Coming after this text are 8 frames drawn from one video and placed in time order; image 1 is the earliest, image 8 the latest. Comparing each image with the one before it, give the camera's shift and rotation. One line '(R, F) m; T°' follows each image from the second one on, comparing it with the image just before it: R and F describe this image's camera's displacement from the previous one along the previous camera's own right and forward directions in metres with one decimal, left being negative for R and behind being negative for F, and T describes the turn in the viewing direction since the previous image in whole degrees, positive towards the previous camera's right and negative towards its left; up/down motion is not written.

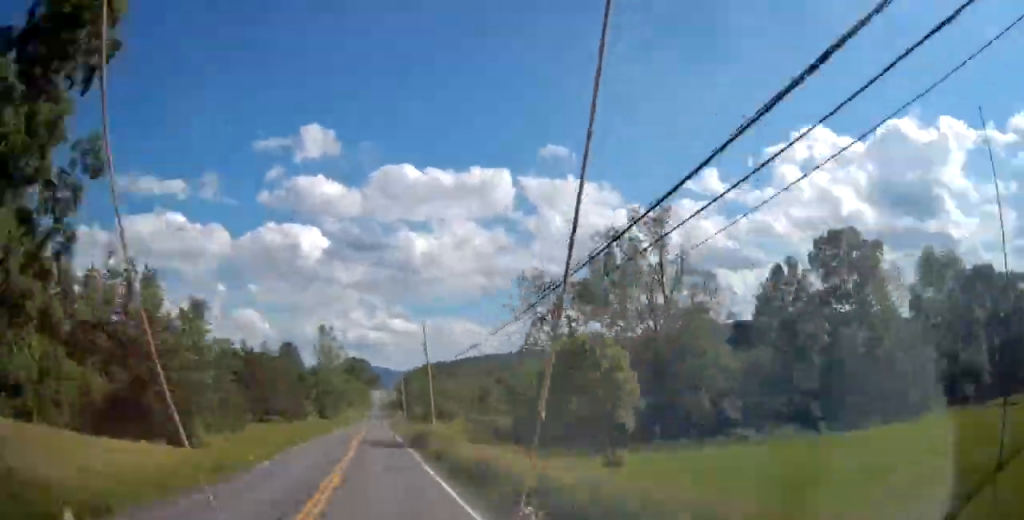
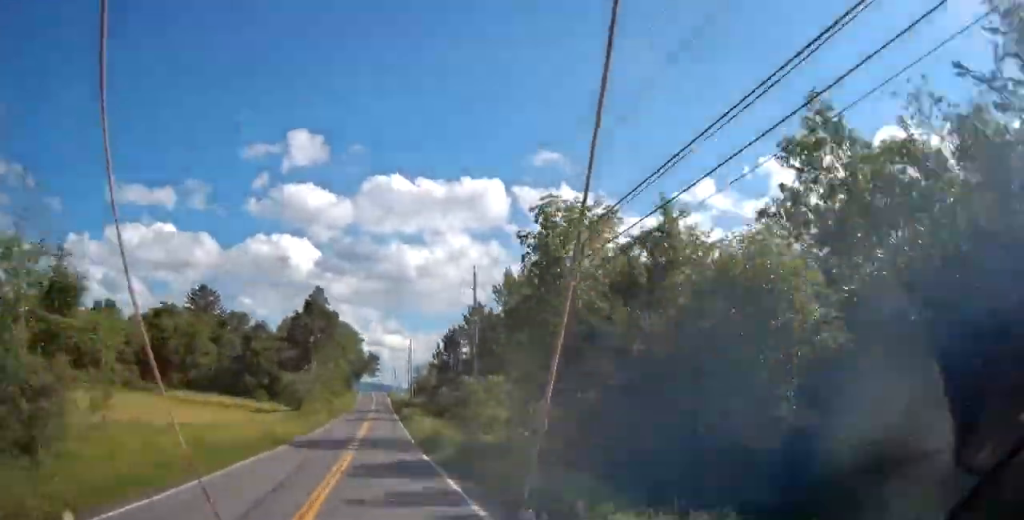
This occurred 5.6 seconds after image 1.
(-1.6, +150.2) m; -1°
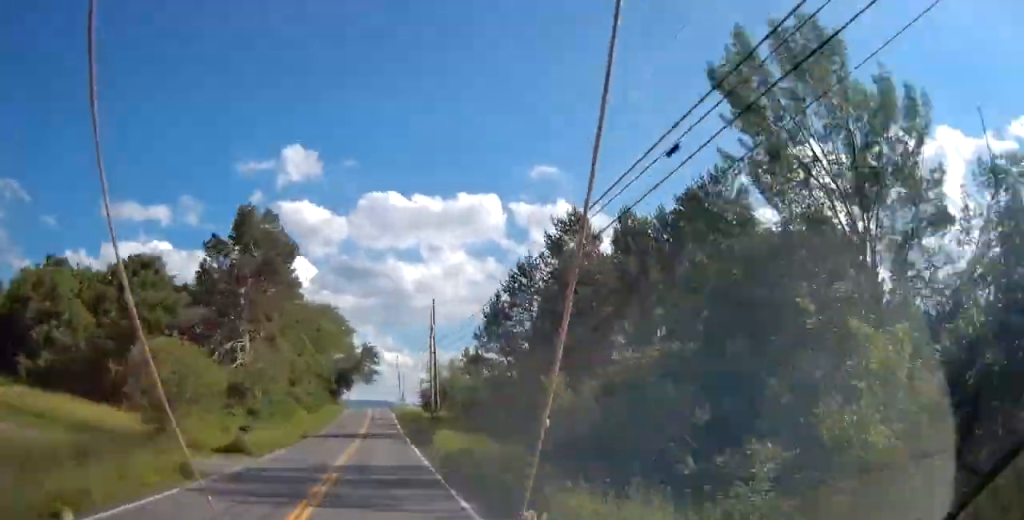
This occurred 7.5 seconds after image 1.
(0.0, +43.5) m; 0°
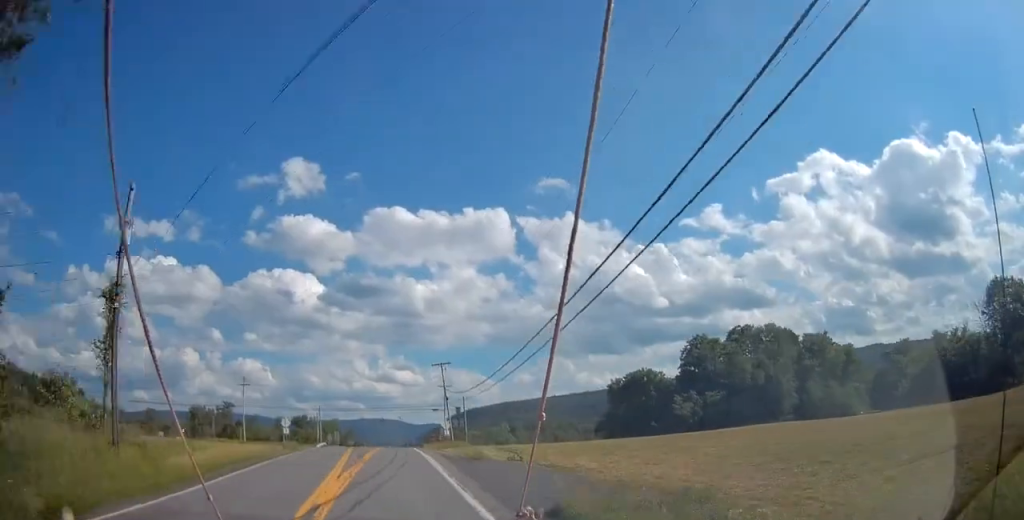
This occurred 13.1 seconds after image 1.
(-0.2, +104.2) m; 0°
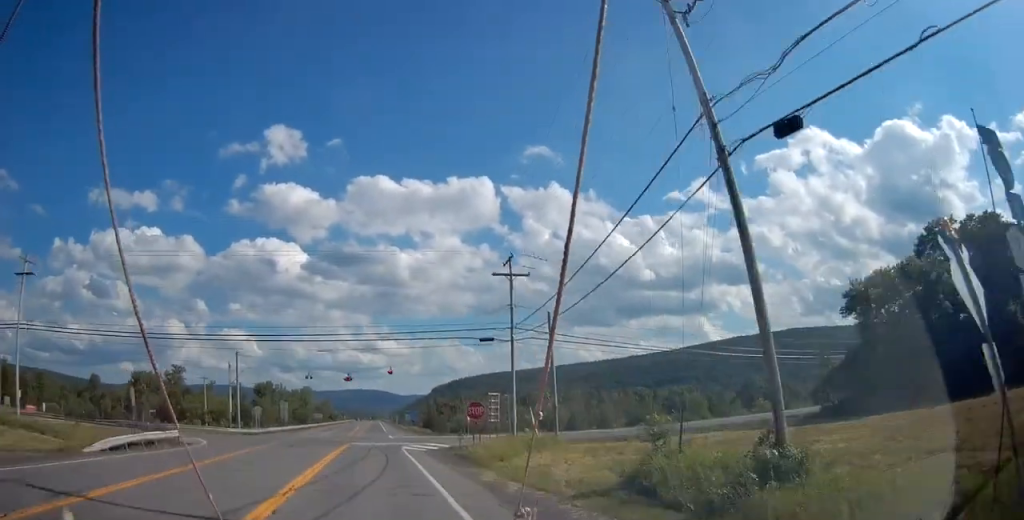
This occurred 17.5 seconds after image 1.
(-0.1, +57.2) m; 0°
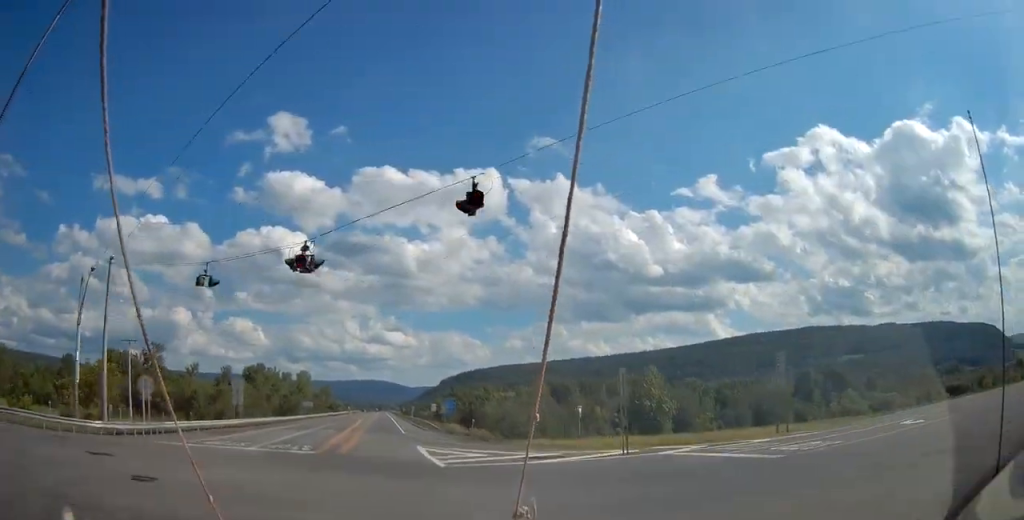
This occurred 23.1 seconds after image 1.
(-0.3, +51.5) m; 0°
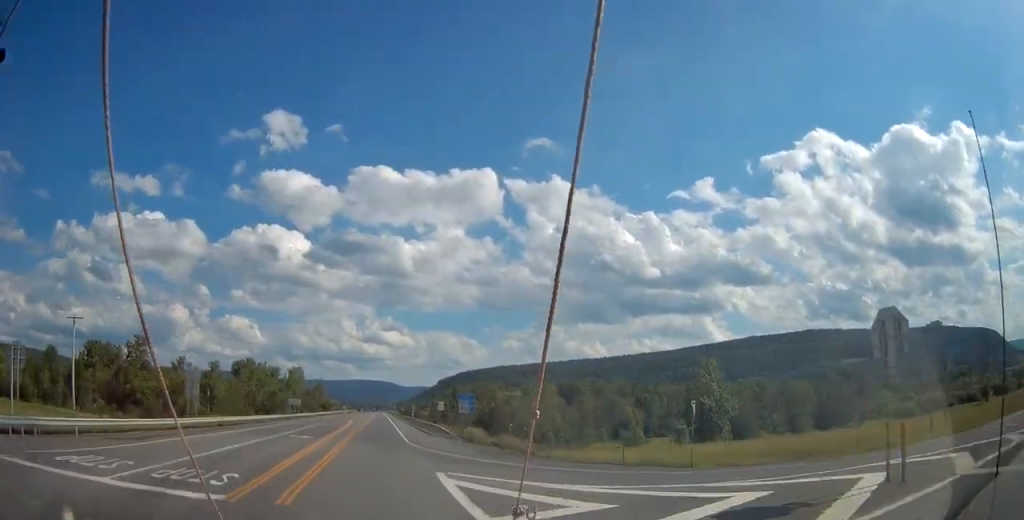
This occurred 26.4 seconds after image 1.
(+0.4, +28.5) m; +1°
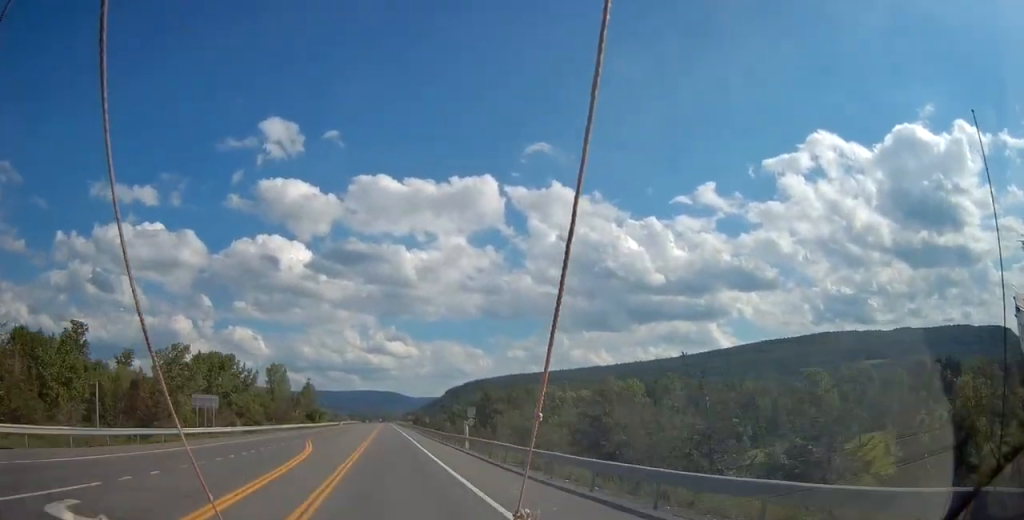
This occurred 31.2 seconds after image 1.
(0.0, +50.5) m; 0°
